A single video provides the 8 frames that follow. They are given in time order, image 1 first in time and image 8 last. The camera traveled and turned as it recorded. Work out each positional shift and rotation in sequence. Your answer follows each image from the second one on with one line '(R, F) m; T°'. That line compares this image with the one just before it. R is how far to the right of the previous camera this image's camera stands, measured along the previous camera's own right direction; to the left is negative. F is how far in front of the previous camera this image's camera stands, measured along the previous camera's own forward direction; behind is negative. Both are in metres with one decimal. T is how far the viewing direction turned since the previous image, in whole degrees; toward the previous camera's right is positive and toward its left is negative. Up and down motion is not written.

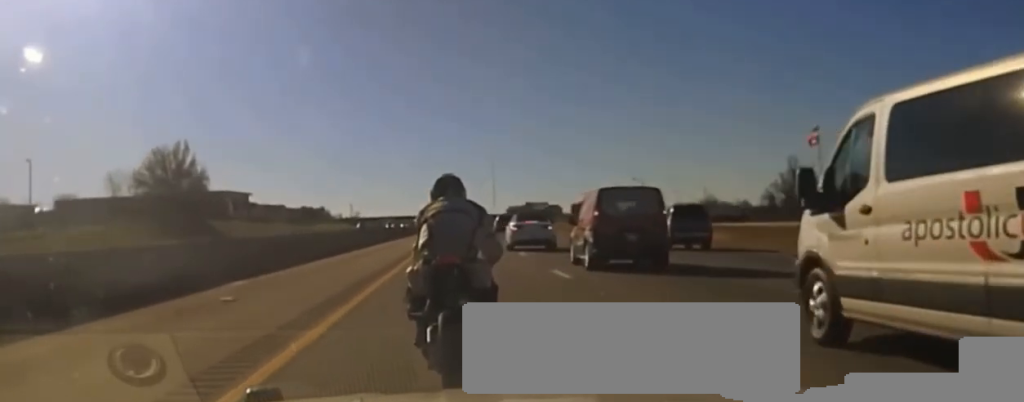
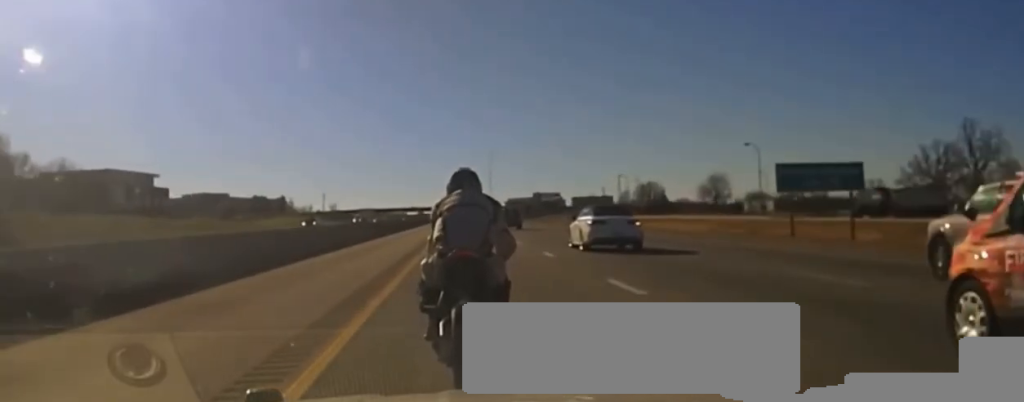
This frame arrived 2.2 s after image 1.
(-0.2, +84.8) m; 0°
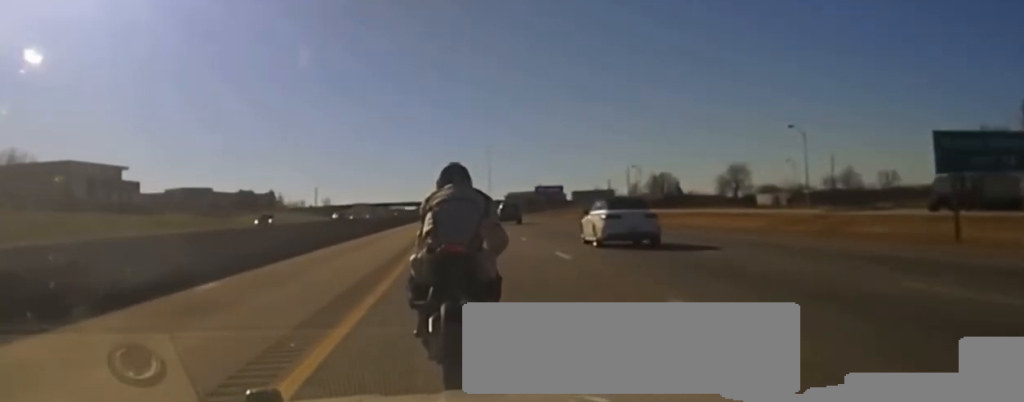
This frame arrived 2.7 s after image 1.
(0.0, +20.0) m; 0°
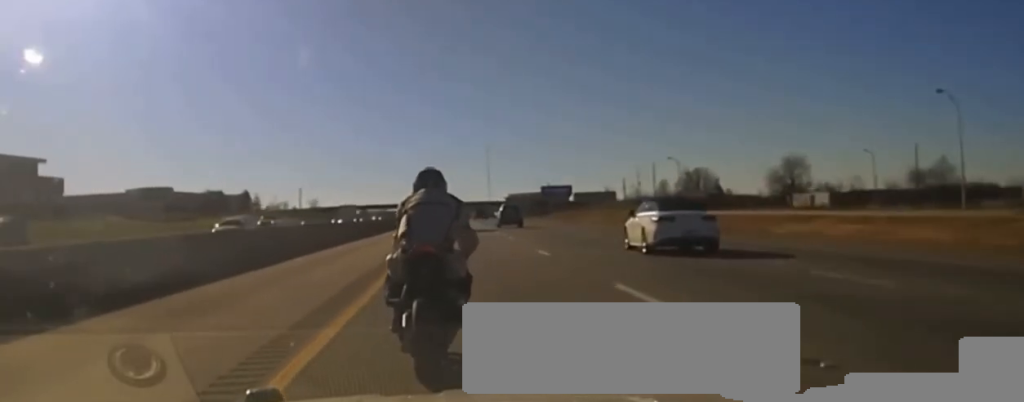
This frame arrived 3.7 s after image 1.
(+0.1, +36.6) m; 0°
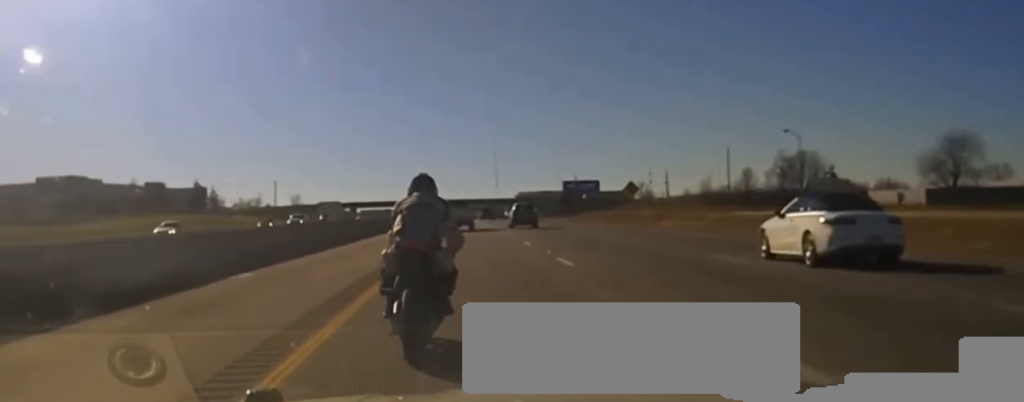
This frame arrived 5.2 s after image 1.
(-0.4, +53.5) m; 0°
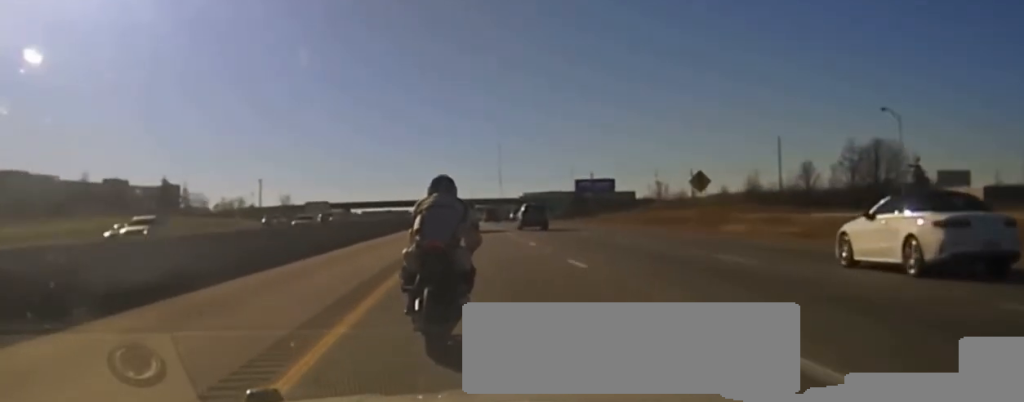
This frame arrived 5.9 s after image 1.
(+0.1, +24.9) m; 0°
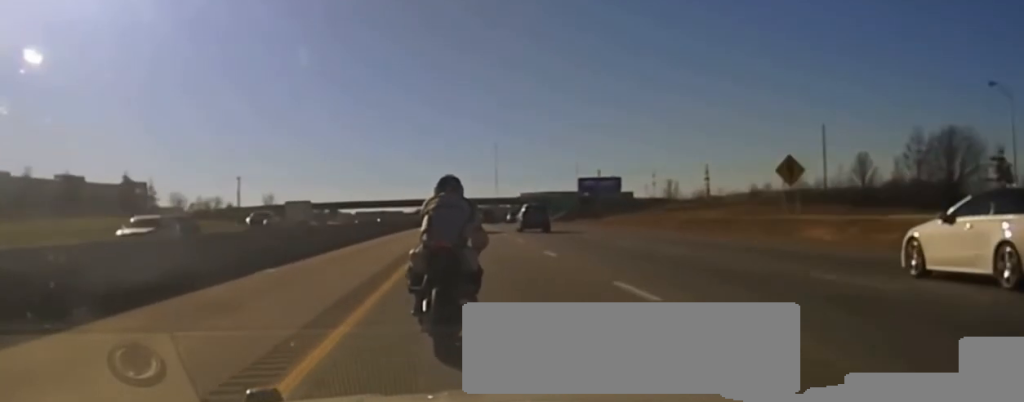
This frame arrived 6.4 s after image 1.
(0.0, +17.0) m; 0°
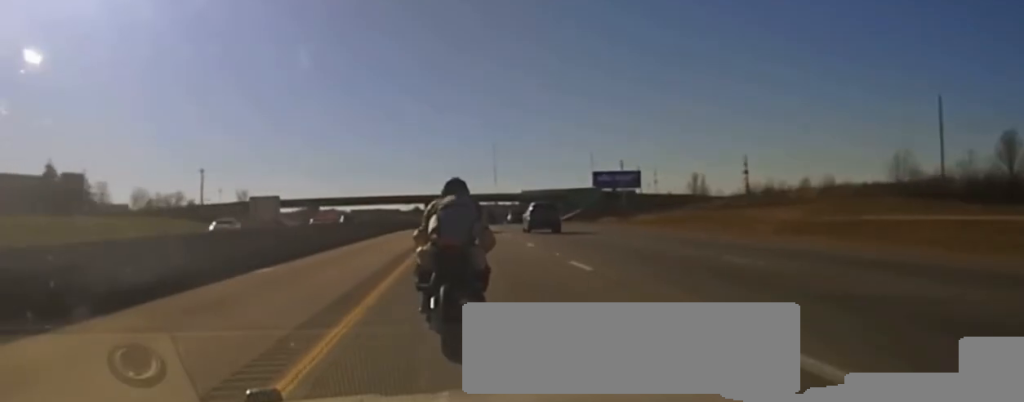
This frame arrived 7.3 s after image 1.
(+0.1, +36.7) m; 0°
